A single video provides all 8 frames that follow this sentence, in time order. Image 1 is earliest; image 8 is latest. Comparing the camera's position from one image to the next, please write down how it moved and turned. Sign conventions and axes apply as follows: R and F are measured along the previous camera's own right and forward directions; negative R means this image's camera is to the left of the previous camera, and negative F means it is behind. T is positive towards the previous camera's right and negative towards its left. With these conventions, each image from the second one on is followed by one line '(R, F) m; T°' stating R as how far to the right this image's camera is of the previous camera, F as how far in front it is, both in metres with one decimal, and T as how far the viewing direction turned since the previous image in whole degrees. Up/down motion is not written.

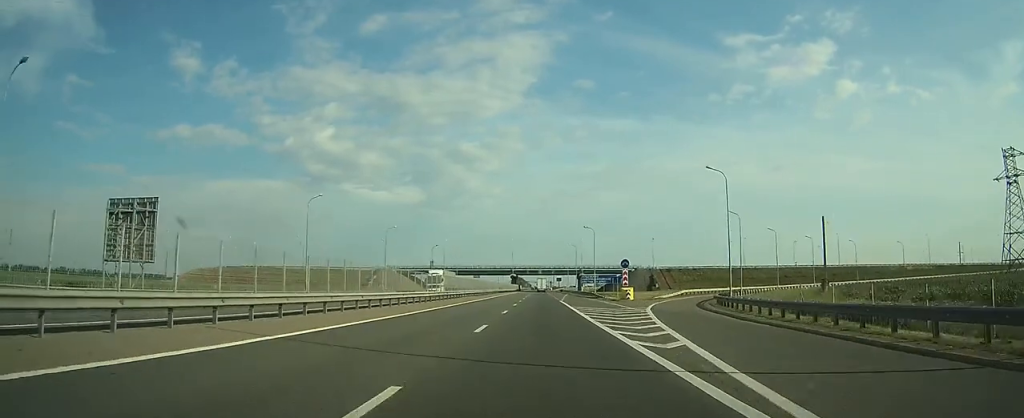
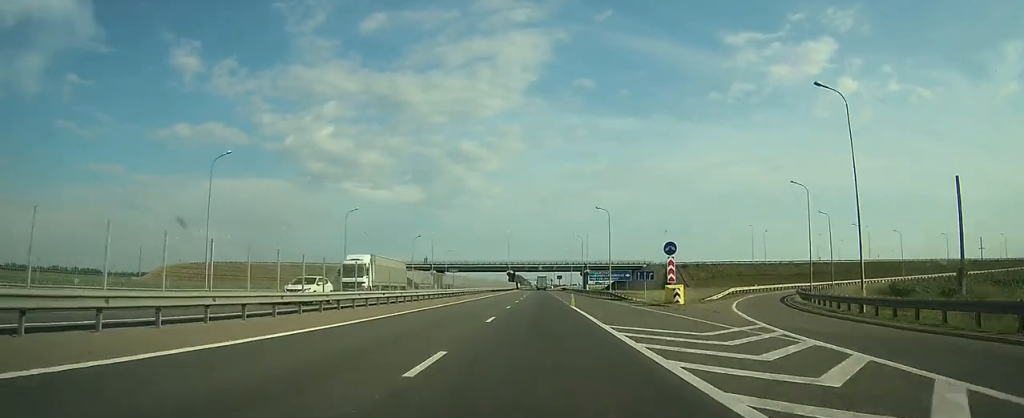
(0.0, +20.3) m; 0°
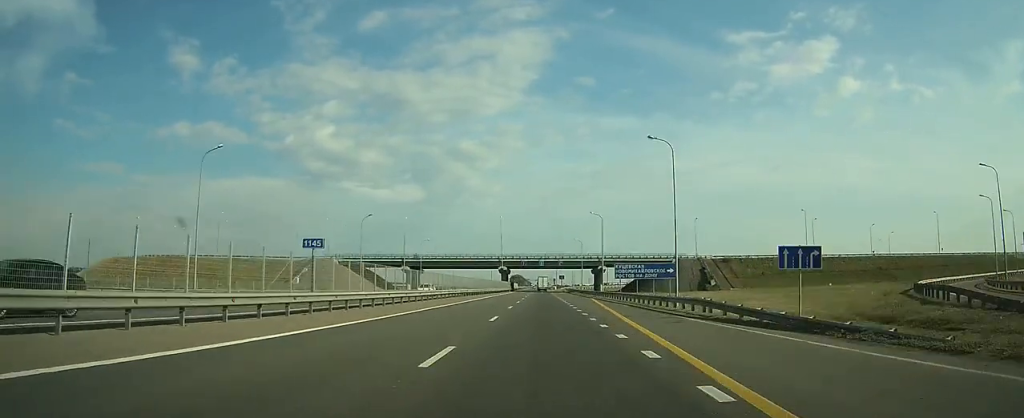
(0.0, +35.0) m; 0°
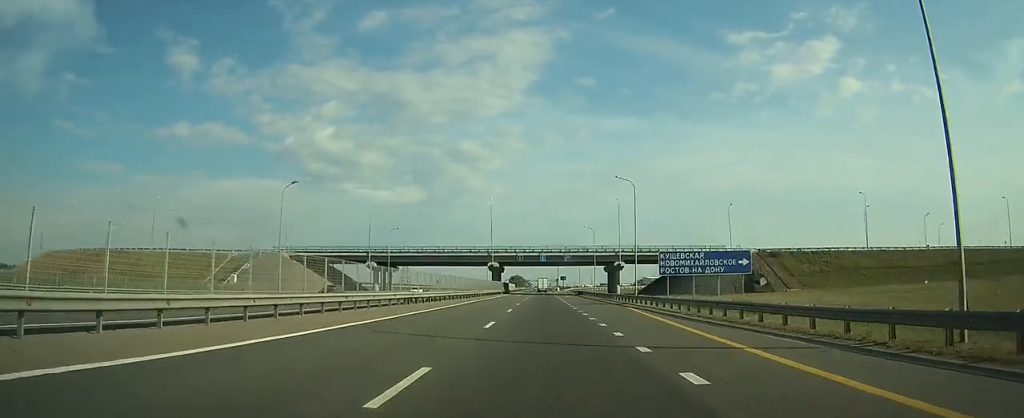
(-0.1, +26.9) m; 0°
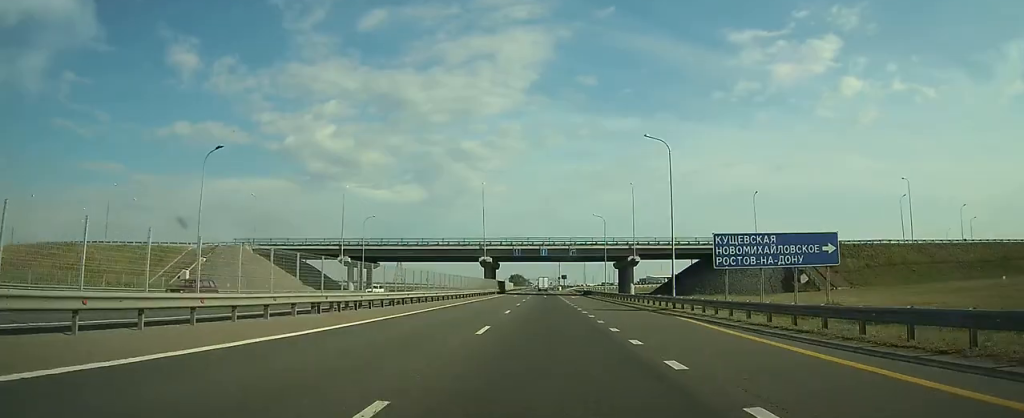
(0.0, +14.7) m; 0°
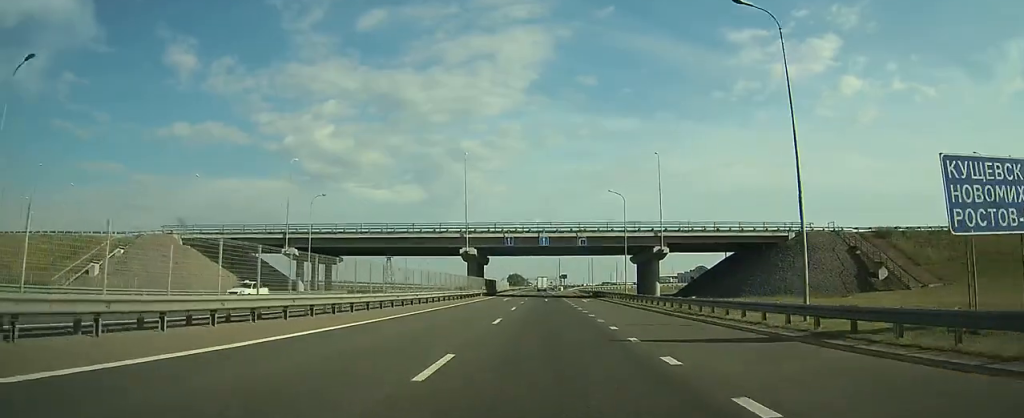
(0.0, +19.6) m; 0°
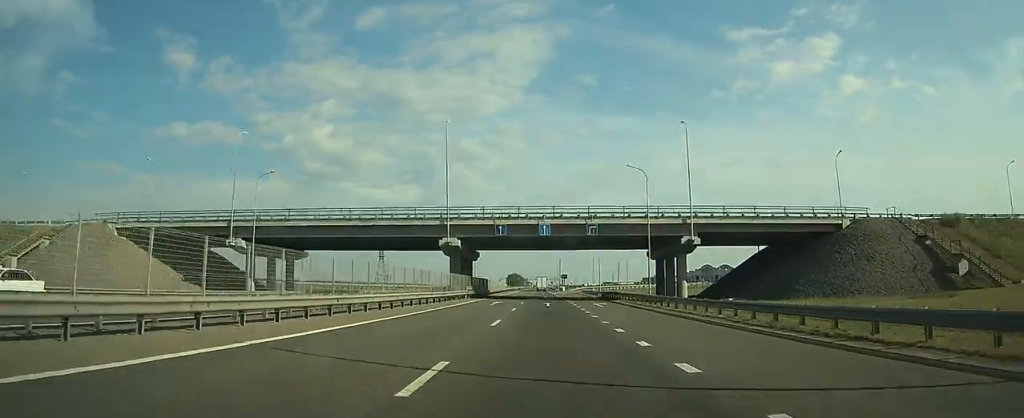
(0.0, +13.1) m; 0°
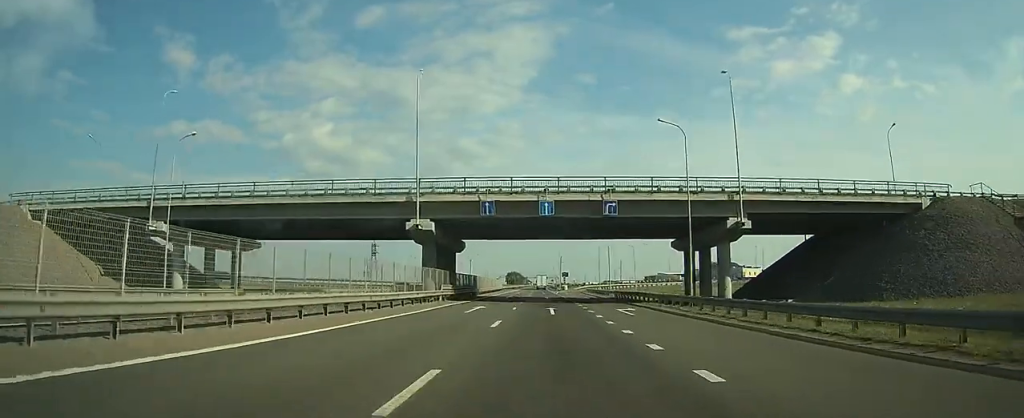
(0.0, +13.1) m; 0°
